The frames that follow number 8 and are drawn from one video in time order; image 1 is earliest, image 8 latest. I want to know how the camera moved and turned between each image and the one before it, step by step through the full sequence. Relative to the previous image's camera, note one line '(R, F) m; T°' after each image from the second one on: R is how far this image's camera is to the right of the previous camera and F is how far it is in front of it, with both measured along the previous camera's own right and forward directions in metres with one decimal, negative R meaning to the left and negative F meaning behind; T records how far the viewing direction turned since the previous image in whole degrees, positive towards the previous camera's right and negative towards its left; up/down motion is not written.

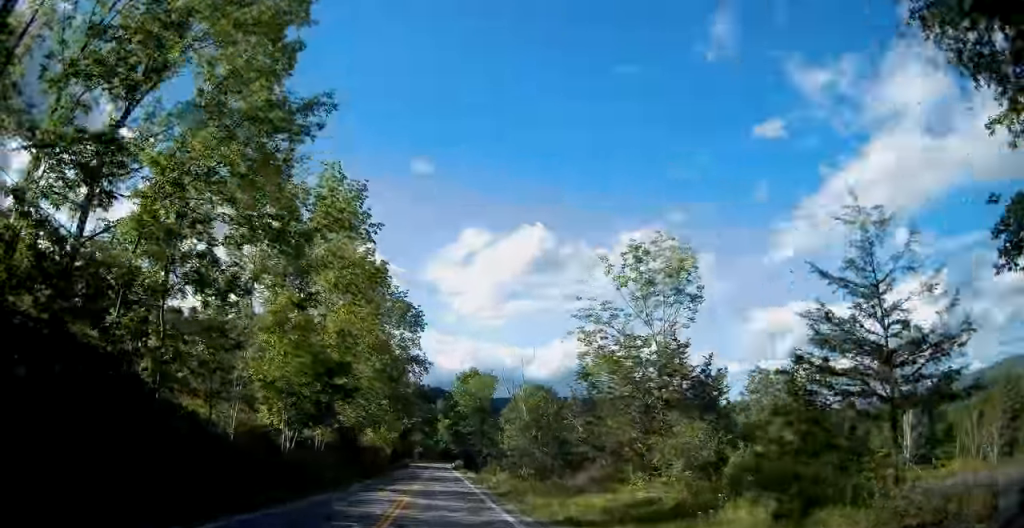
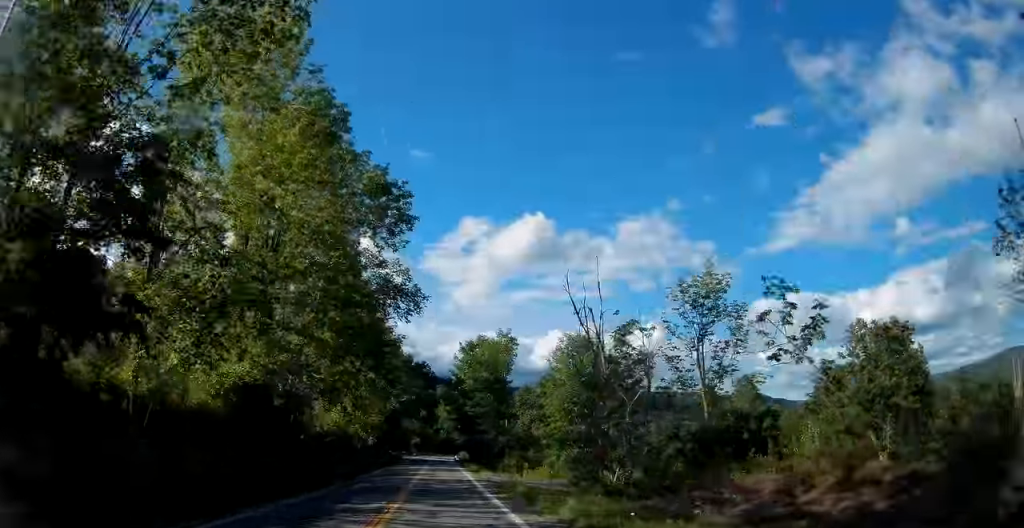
(-0.1, +21.9) m; 0°
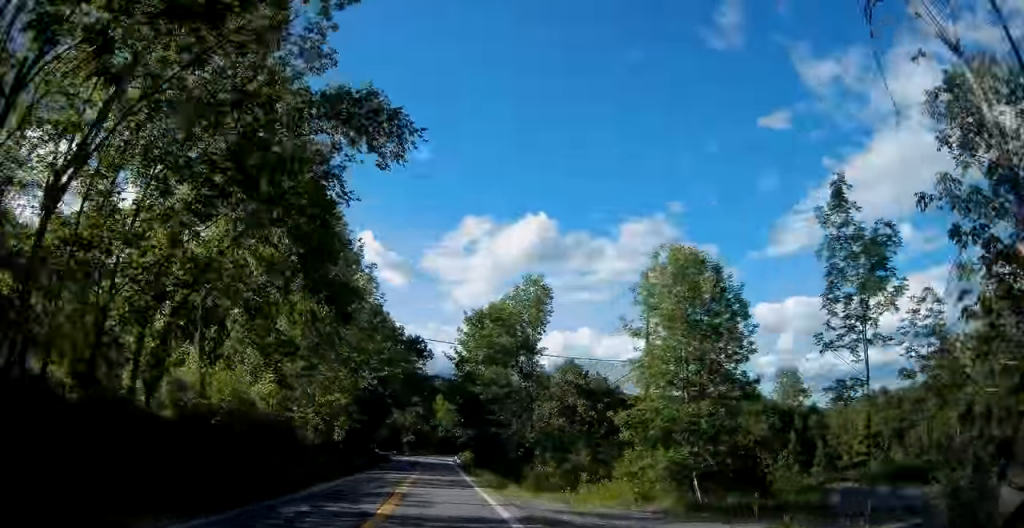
(+0.3, +19.5) m; +1°
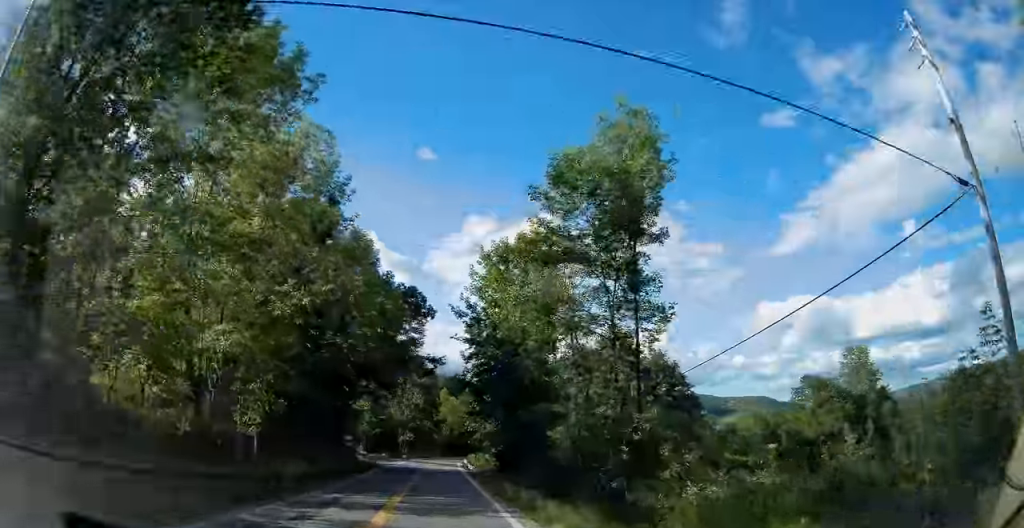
(-0.1, +21.7) m; 0°
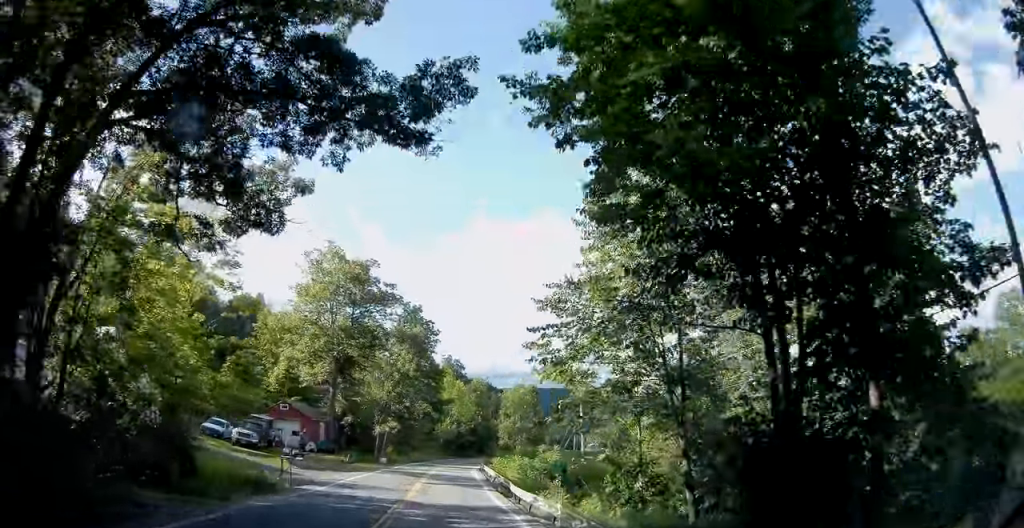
(+0.2, +37.5) m; 0°
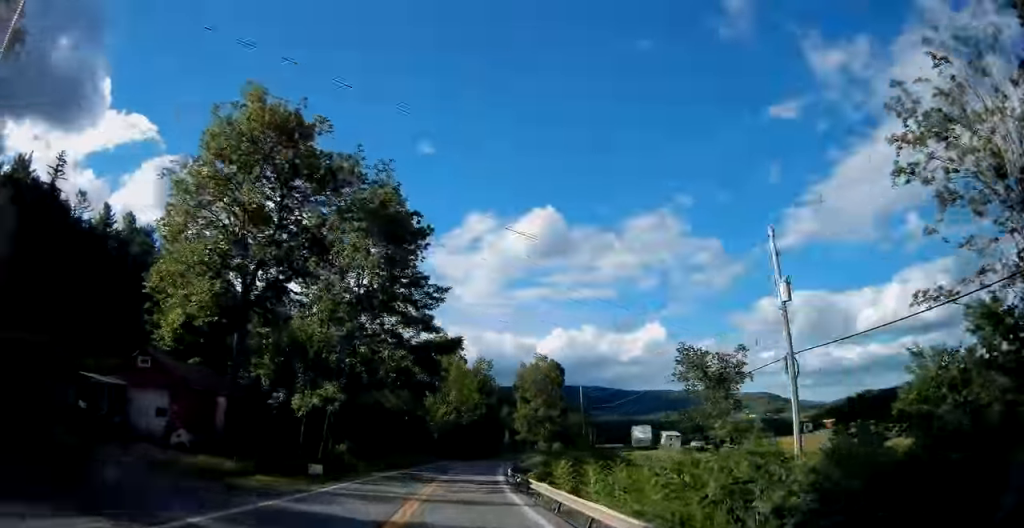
(0.0, +29.4) m; +1°
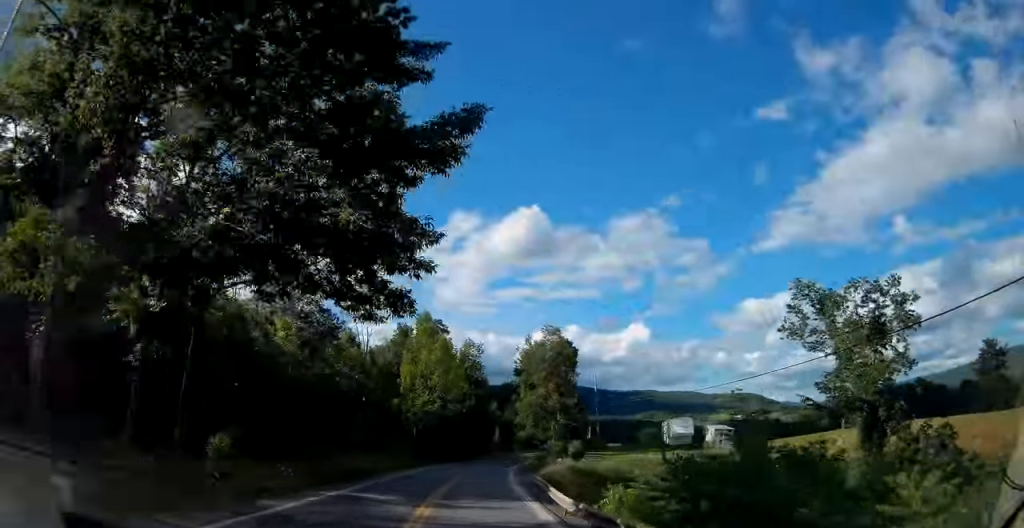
(+0.2, +18.9) m; +2°
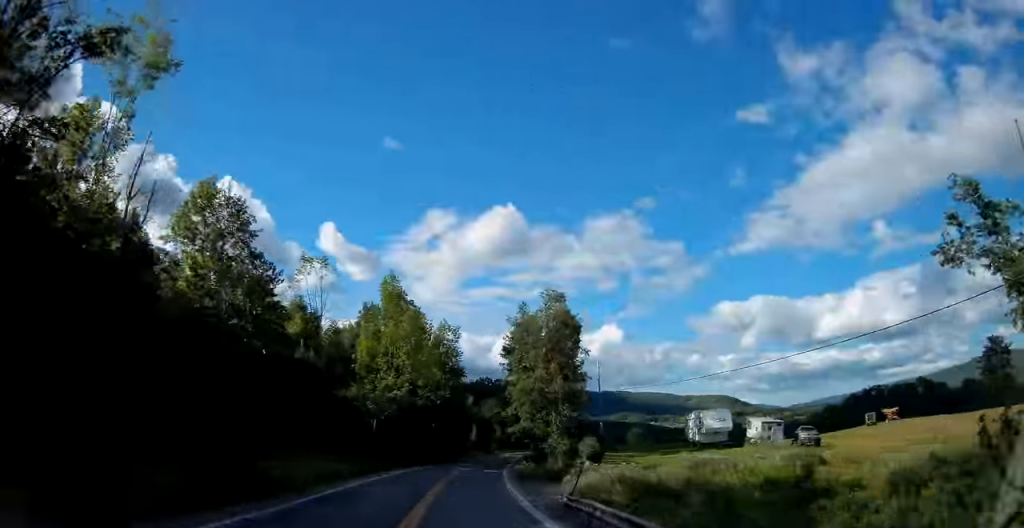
(+0.2, +14.1) m; +2°
